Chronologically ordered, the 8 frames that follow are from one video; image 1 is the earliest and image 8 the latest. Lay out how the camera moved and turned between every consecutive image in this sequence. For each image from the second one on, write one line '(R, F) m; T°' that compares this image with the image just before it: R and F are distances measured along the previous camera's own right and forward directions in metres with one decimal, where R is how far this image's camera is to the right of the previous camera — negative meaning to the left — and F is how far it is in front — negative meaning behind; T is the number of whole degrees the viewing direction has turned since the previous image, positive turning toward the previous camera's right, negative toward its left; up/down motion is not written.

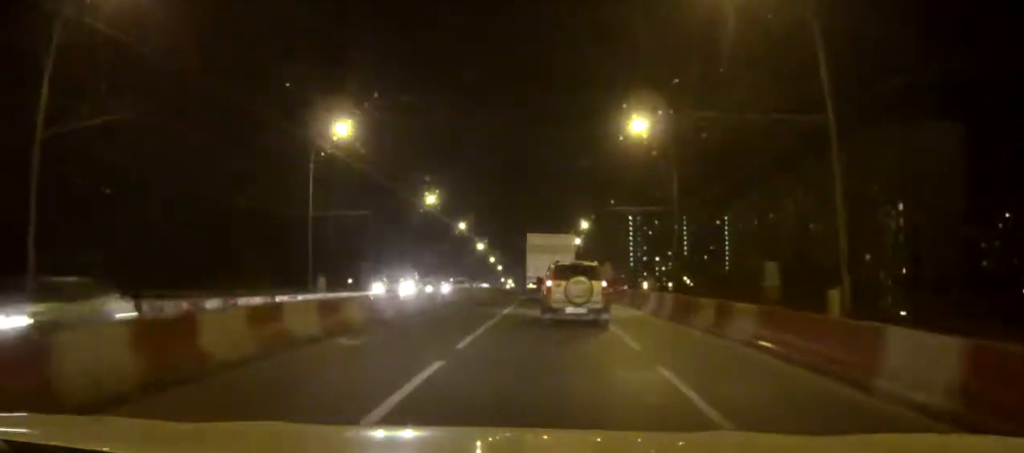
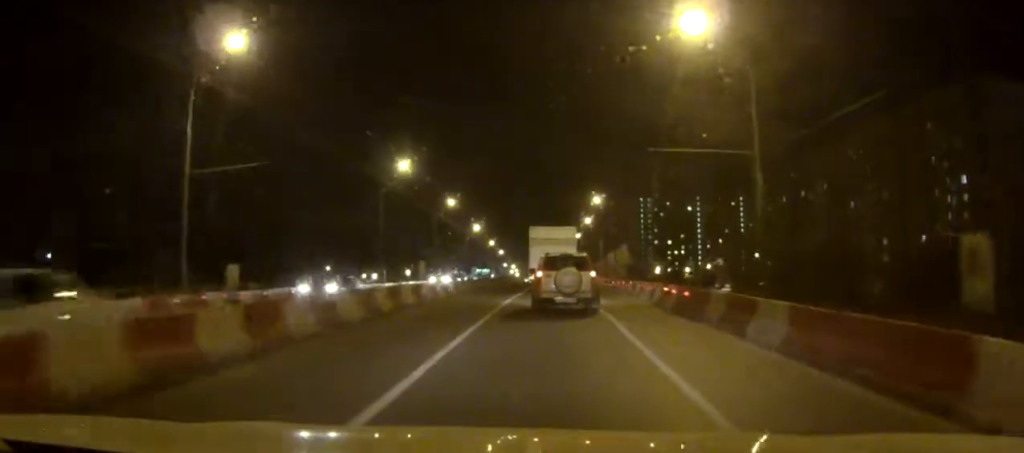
(-0.2, +22.9) m; -1°
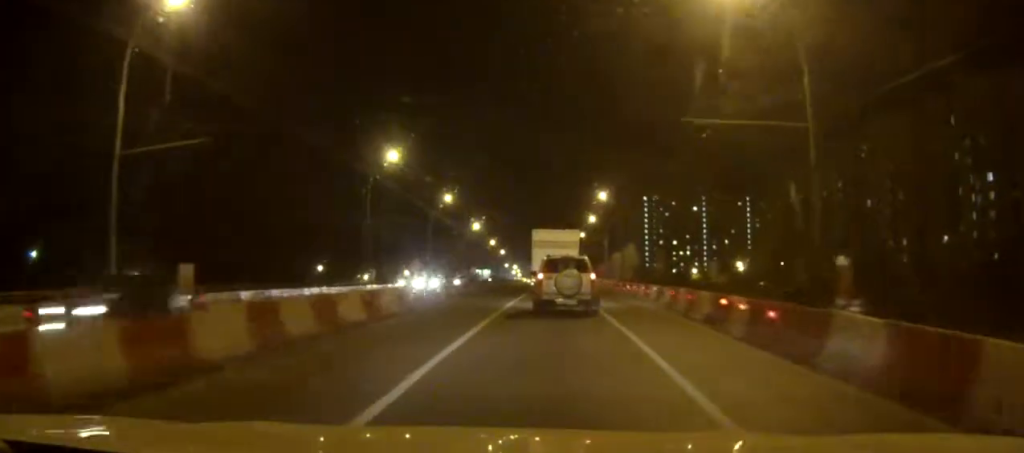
(0.0, +7.7) m; 0°
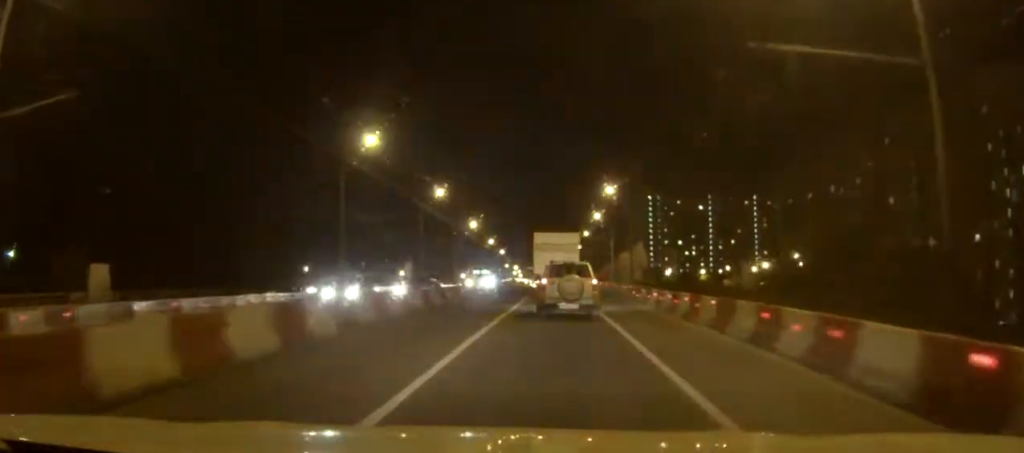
(0.0, +10.3) m; 0°
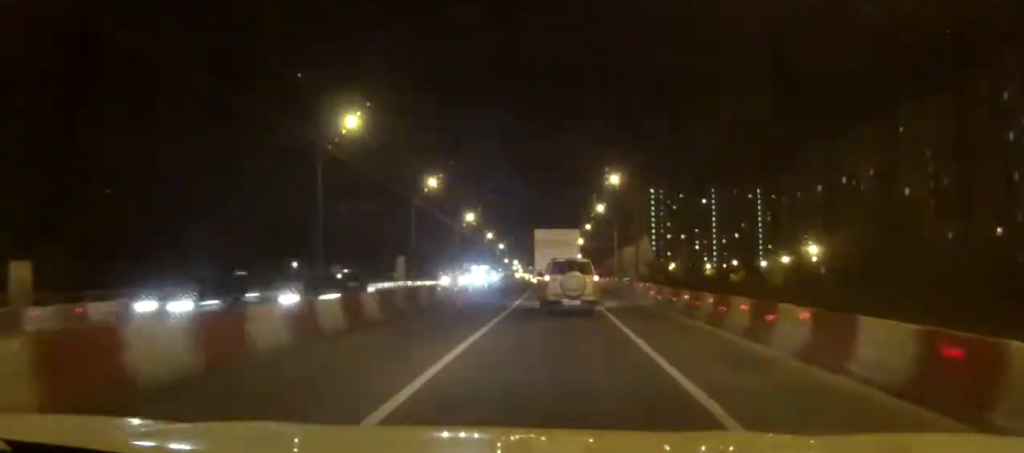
(0.0, +6.9) m; 0°
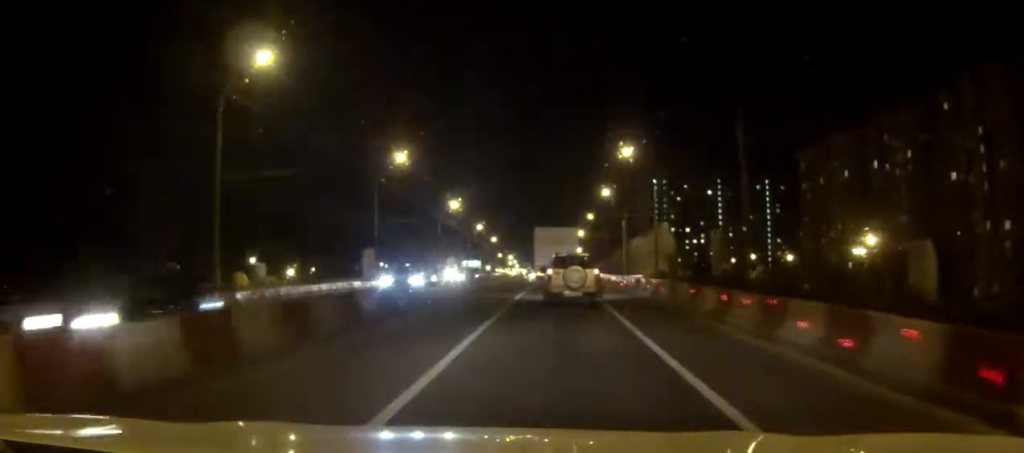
(0.0, +19.3) m; 0°
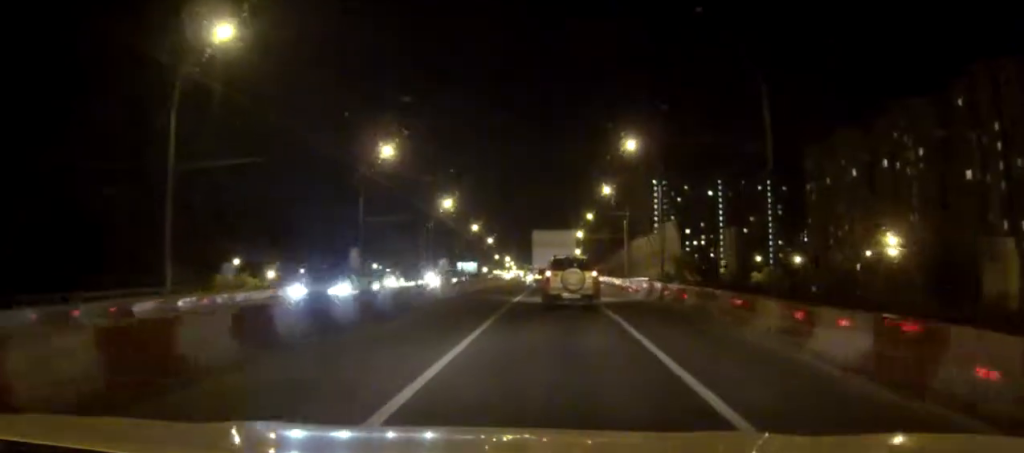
(0.0, +5.8) m; 0°
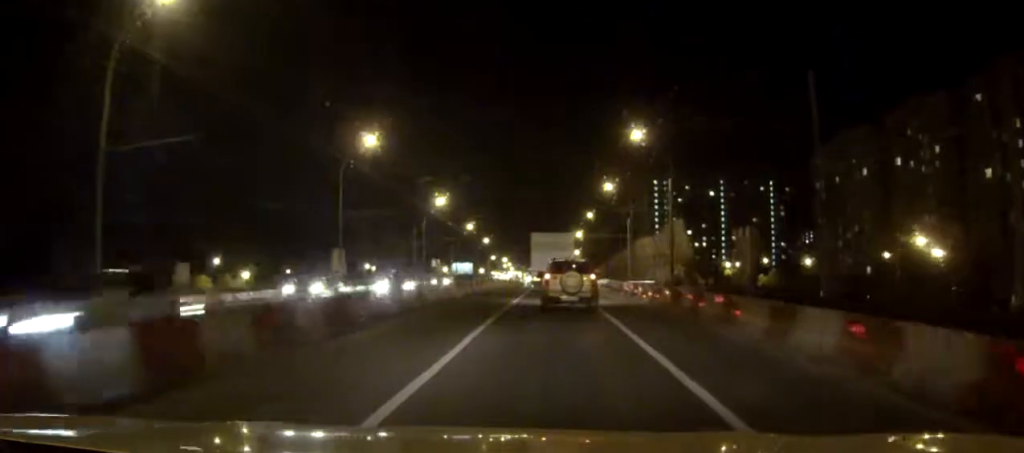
(0.0, +6.7) m; 0°
